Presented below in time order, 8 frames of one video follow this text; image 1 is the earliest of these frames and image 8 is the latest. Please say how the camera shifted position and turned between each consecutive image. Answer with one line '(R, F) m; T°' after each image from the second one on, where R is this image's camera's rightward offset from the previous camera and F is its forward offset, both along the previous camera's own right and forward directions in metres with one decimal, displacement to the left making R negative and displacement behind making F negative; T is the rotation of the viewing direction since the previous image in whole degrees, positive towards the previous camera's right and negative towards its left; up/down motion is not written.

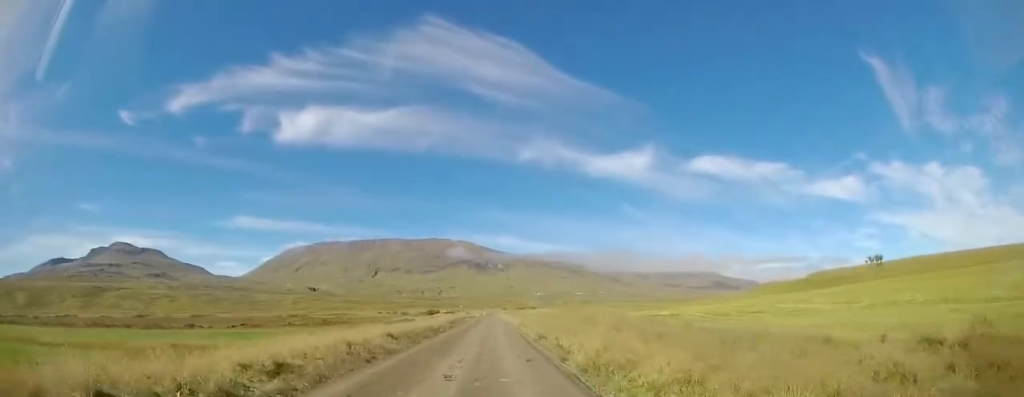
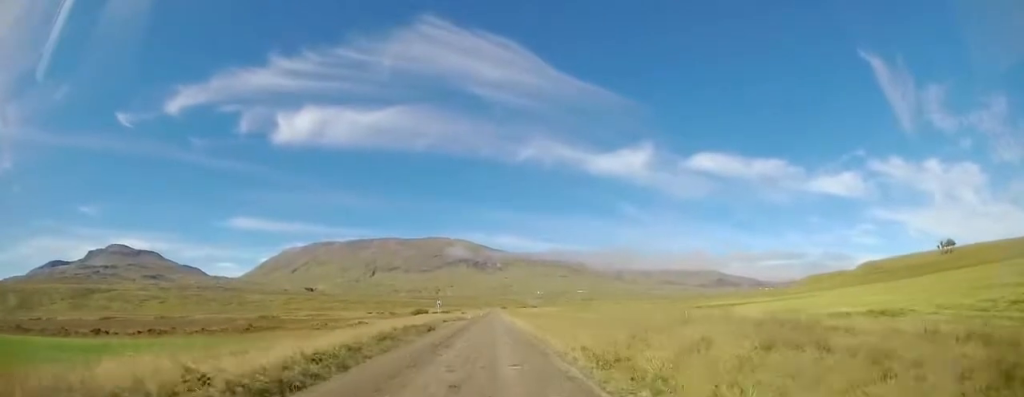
(-0.3, +28.5) m; +2°
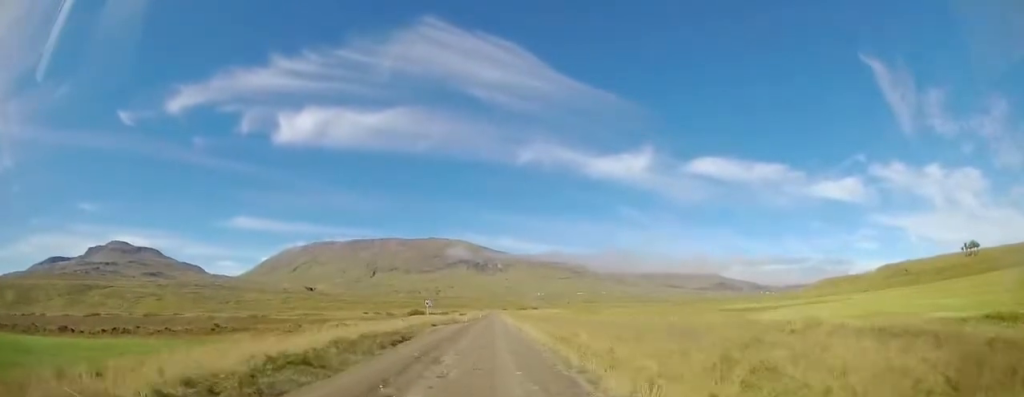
(+0.5, +8.3) m; 0°
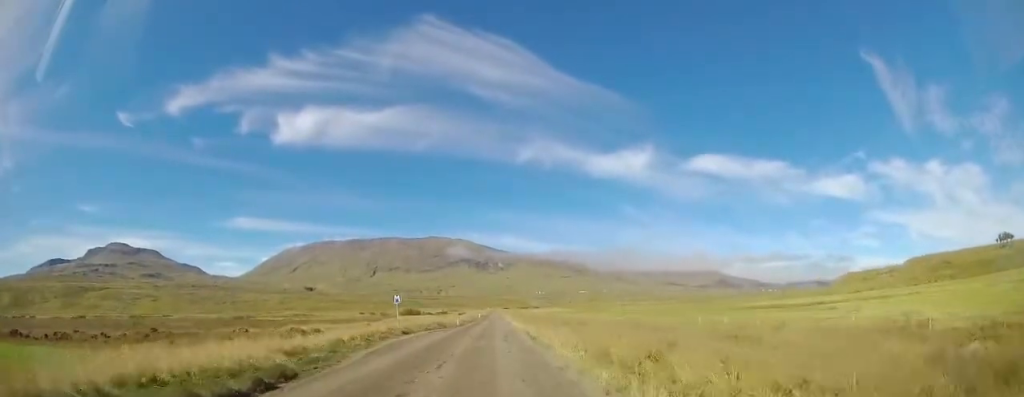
(-0.4, +12.3) m; -2°
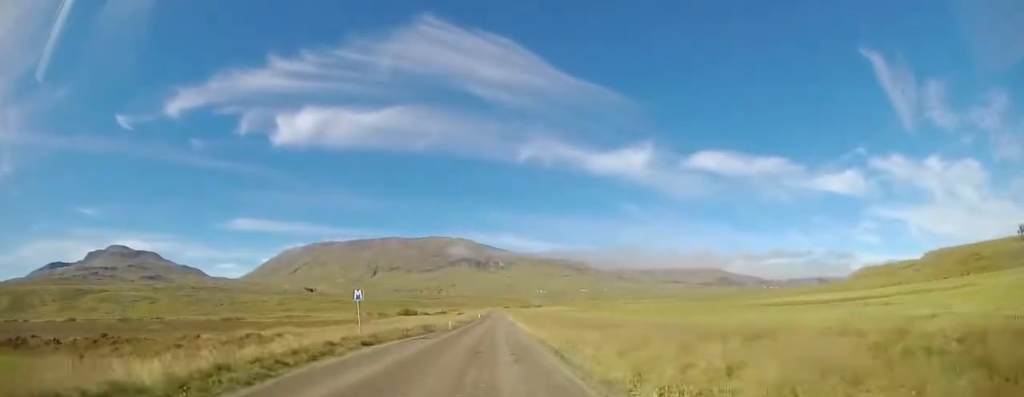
(-0.1, +7.9) m; 0°
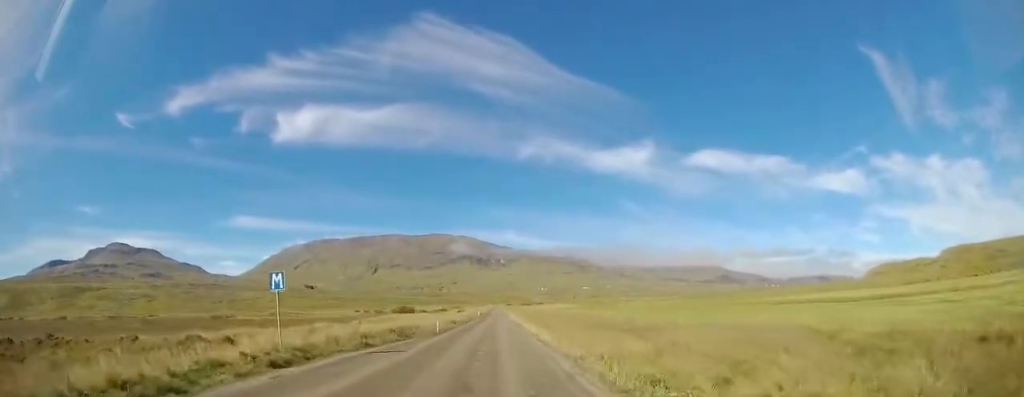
(+0.1, +7.4) m; 0°
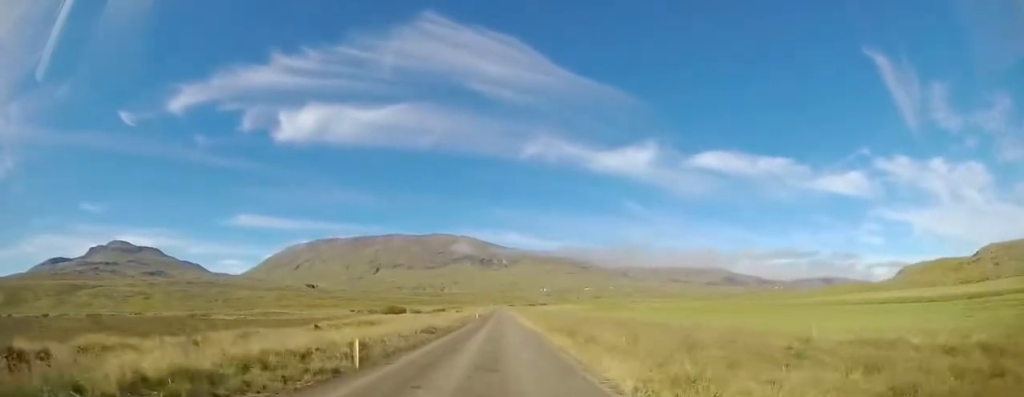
(0.0, +14.7) m; 0°
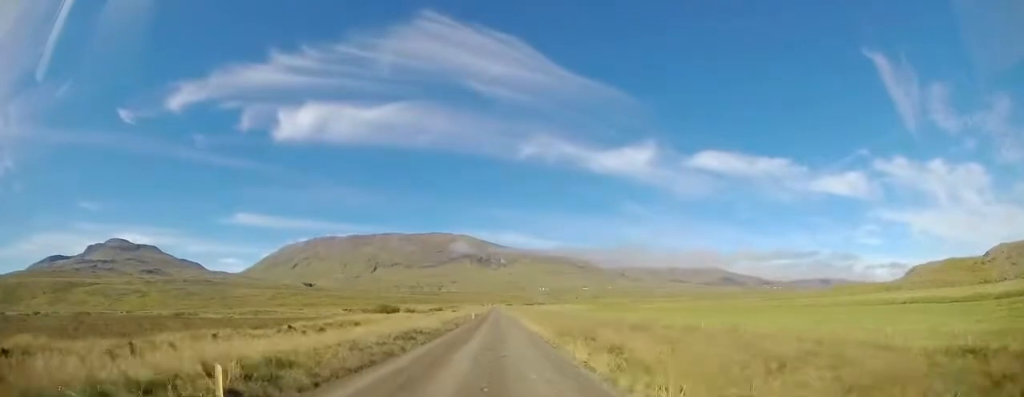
(-0.1, +5.2) m; +1°
